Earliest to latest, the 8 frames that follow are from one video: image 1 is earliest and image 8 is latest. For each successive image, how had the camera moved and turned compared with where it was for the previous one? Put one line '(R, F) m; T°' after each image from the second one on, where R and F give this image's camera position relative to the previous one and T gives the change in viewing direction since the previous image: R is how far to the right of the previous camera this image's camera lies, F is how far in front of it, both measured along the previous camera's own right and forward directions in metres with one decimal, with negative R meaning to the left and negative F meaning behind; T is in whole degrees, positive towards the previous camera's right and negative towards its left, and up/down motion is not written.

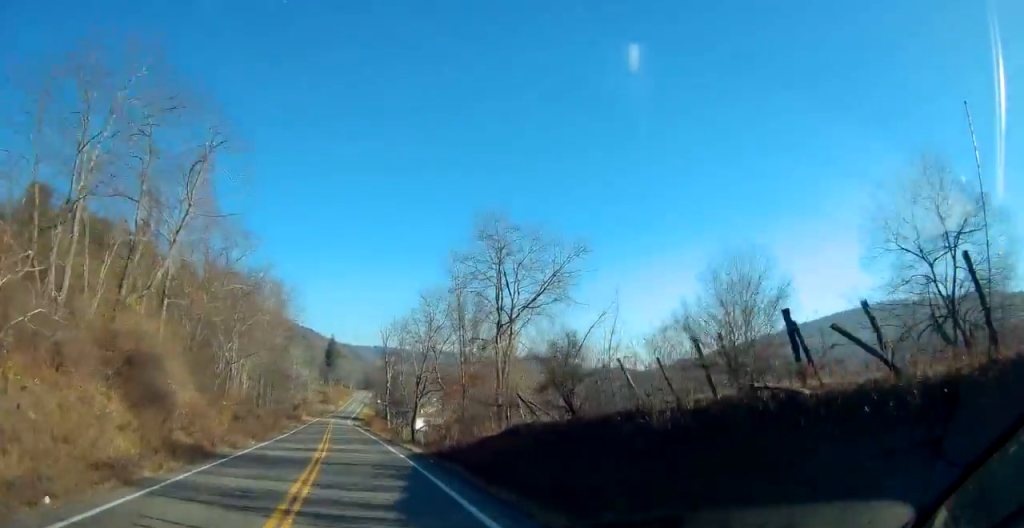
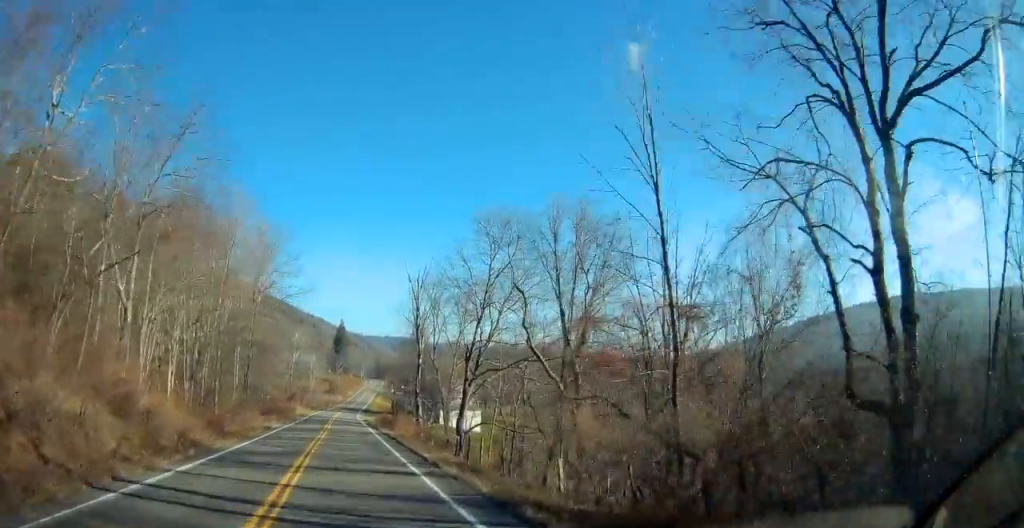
(-0.4, +26.7) m; -1°
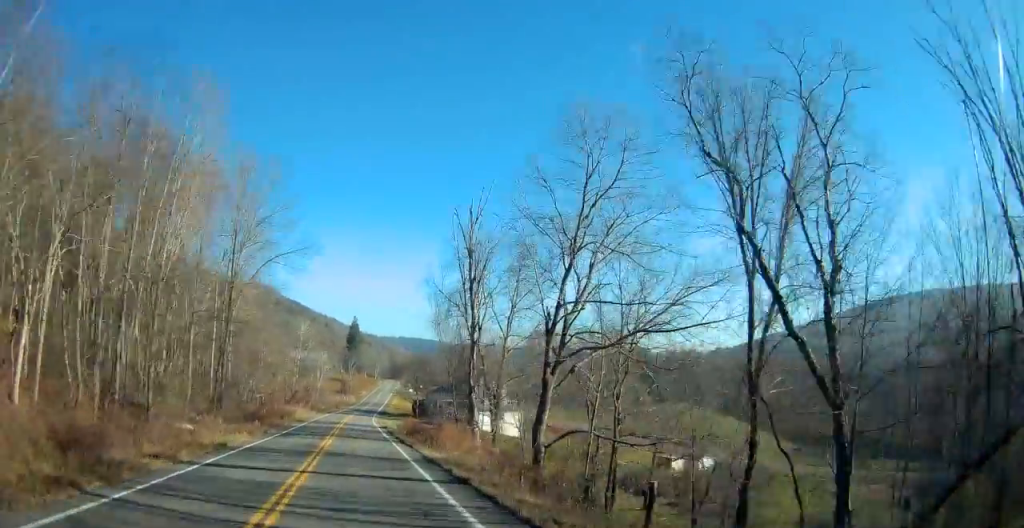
(-0.1, +17.1) m; -1°
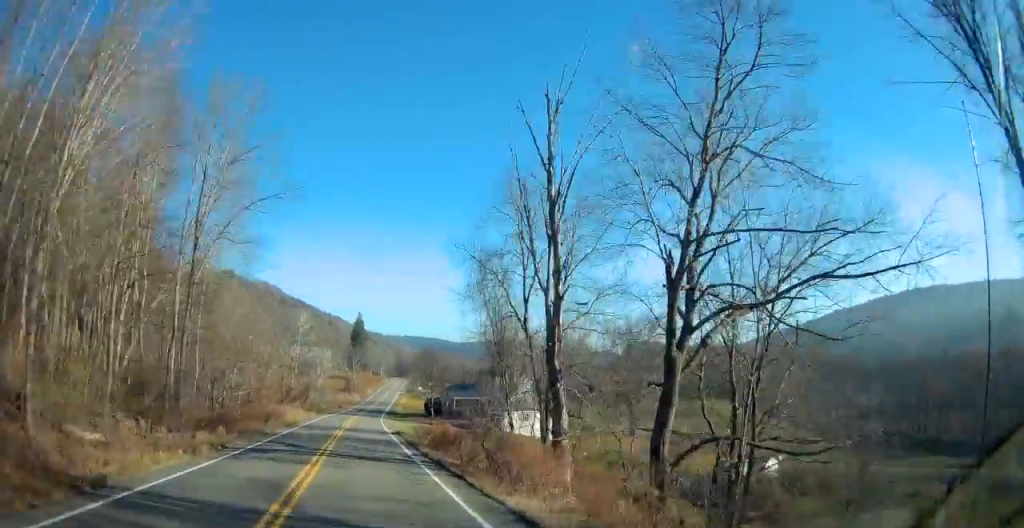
(0.0, +11.9) m; -1°
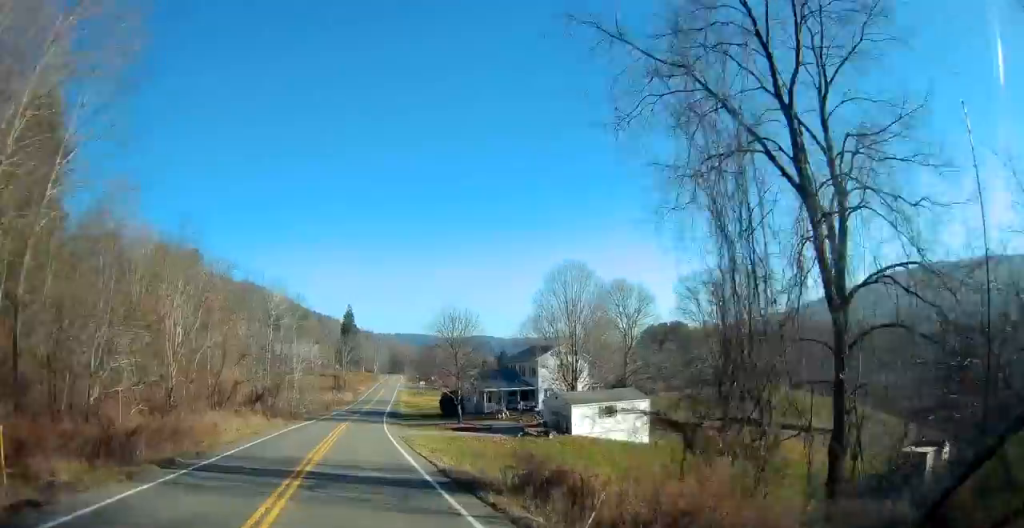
(-0.5, +25.8) m; -1°
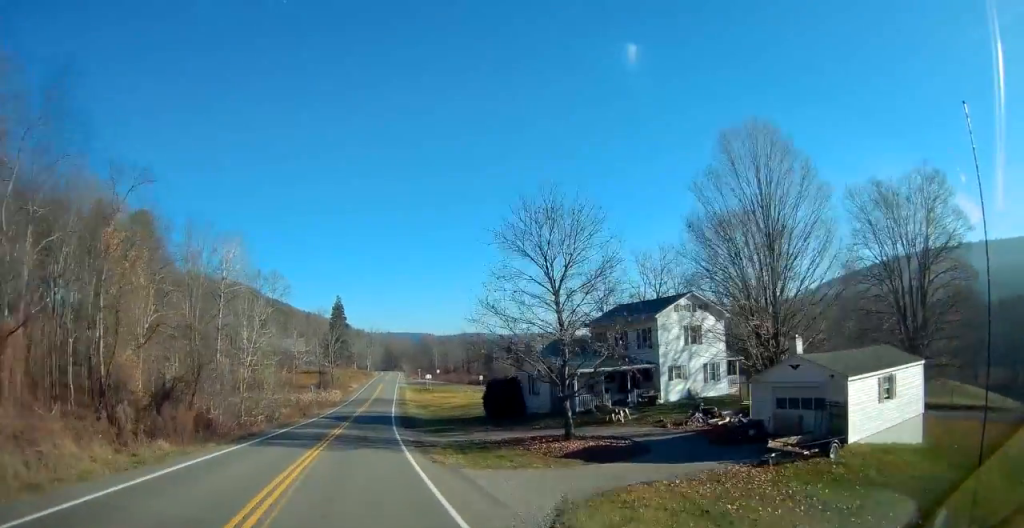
(0.0, +28.1) m; +1°
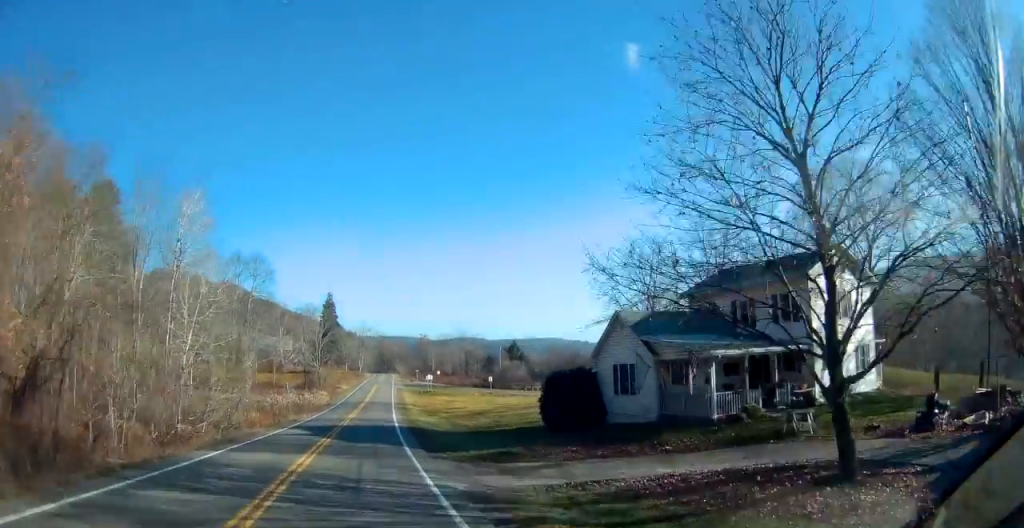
(+0.3, +15.2) m; +1°
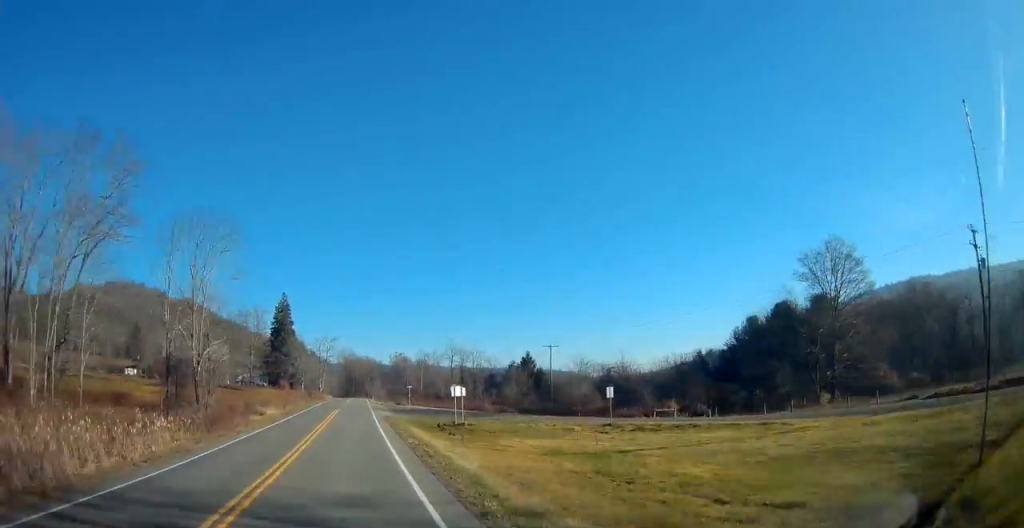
(+1.1, +57.5) m; +3°
